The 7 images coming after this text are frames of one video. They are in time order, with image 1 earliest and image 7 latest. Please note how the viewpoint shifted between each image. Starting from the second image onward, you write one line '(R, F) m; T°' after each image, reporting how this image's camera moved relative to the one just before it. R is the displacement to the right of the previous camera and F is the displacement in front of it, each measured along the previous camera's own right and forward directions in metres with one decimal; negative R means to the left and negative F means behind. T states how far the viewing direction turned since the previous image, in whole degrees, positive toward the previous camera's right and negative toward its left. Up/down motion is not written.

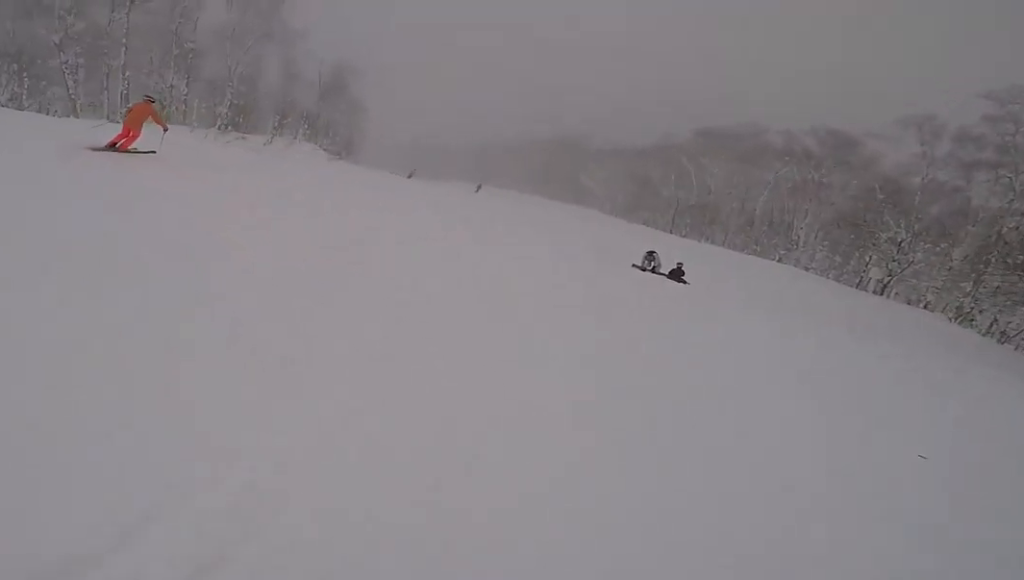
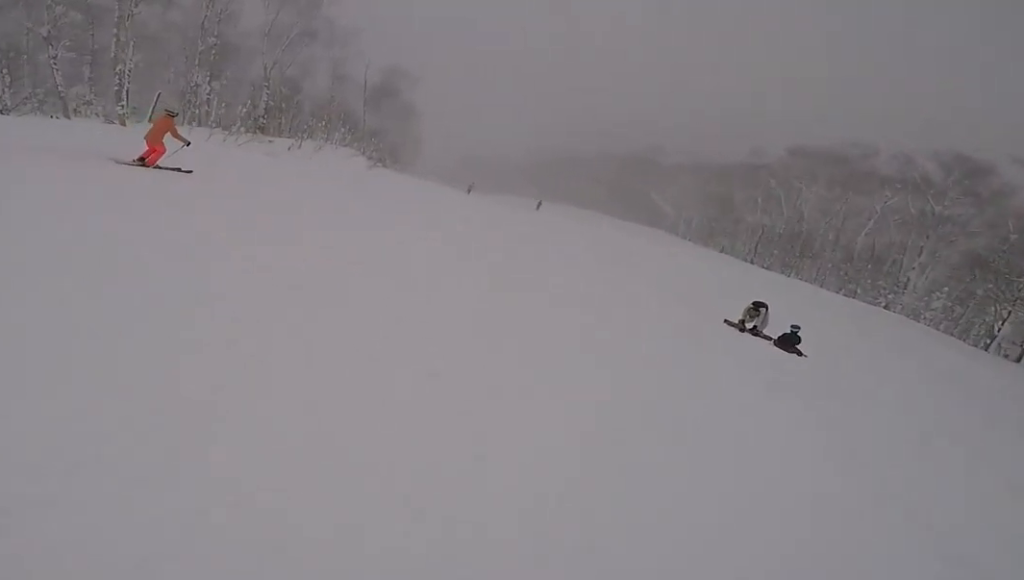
(-0.7, +4.1) m; -5°
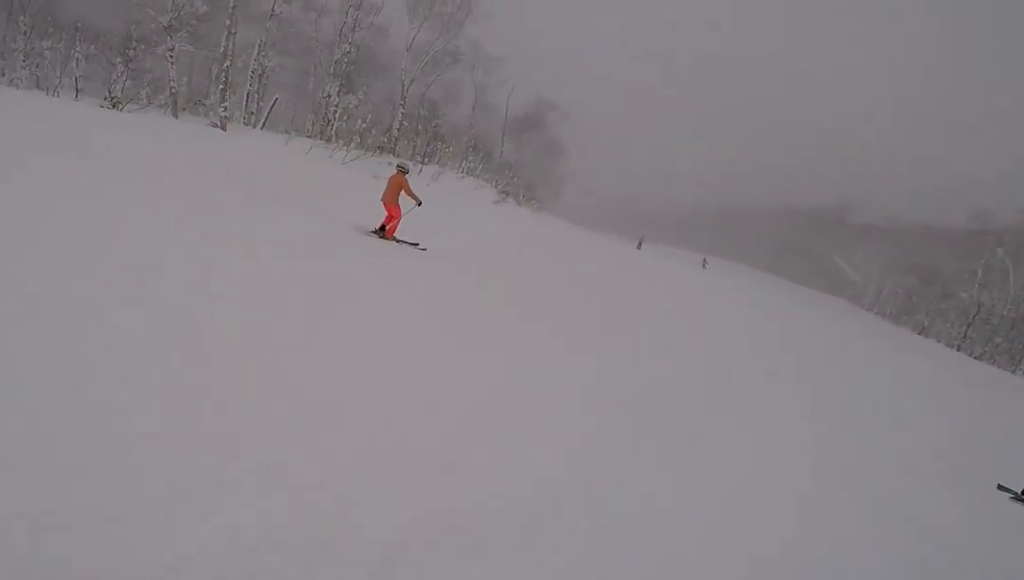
(-0.4, +4.9) m; -5°
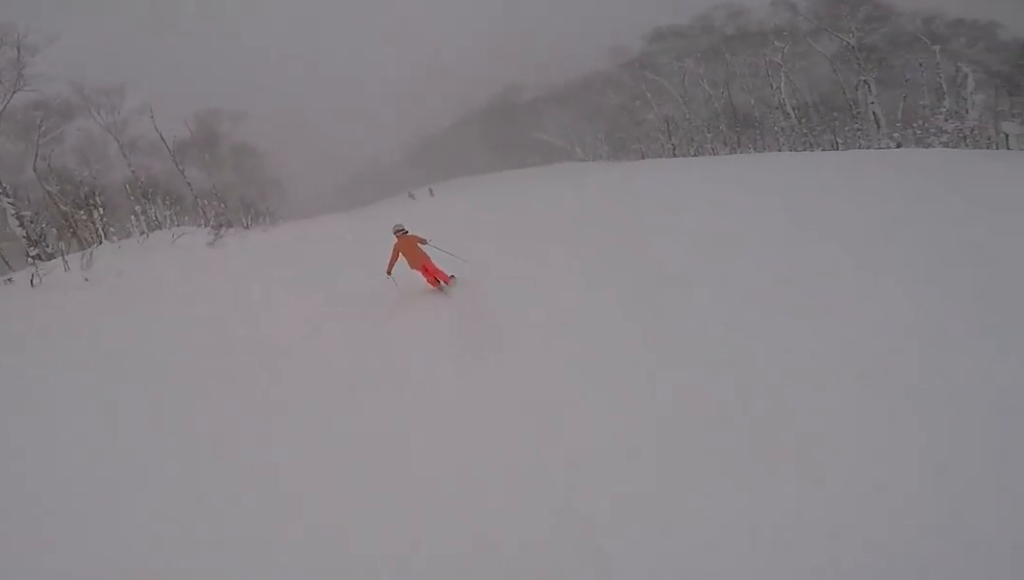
(0.0, +8.9) m; +10°
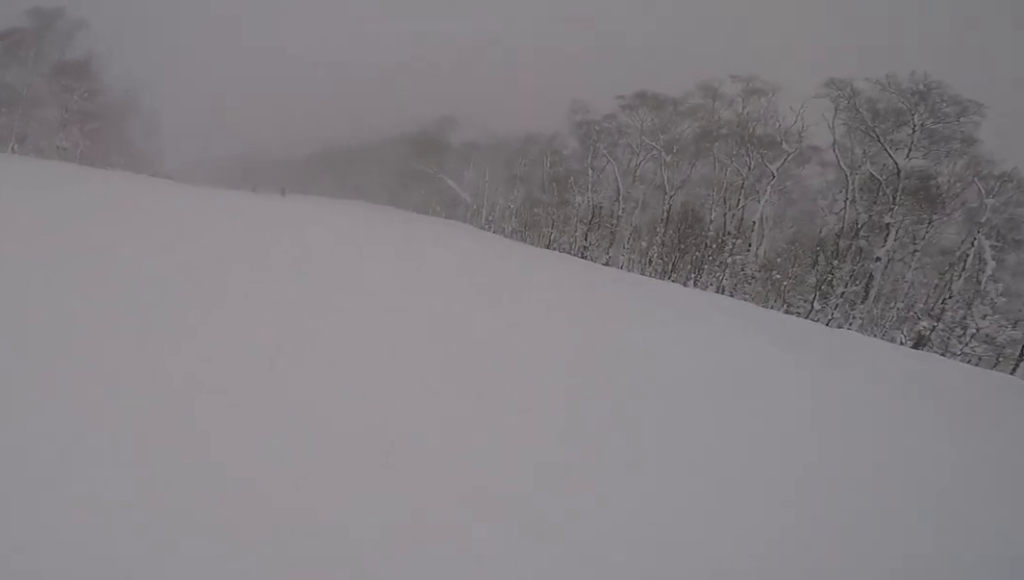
(+2.8, +15.9) m; +8°
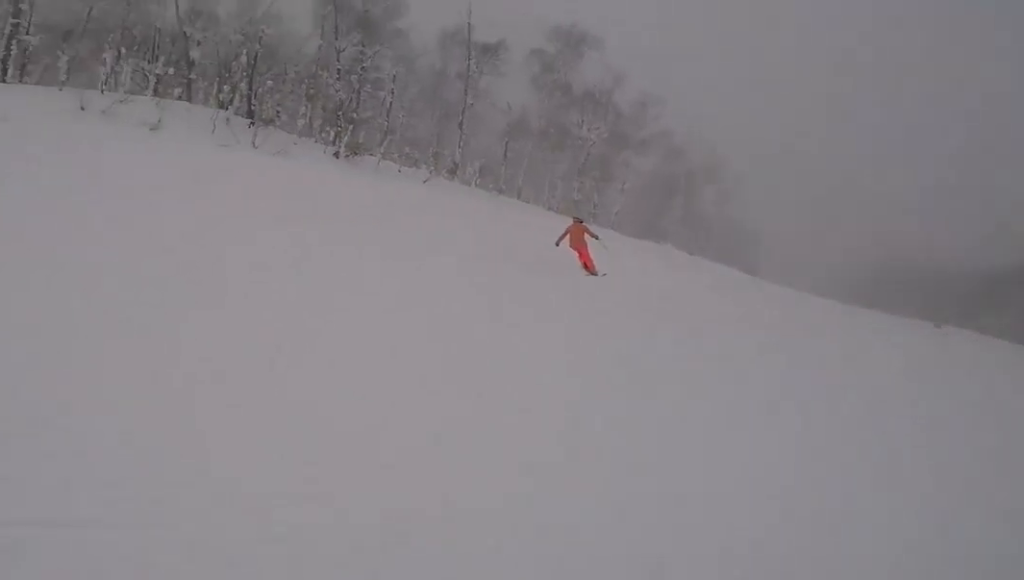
(-4.8, +13.3) m; -43°
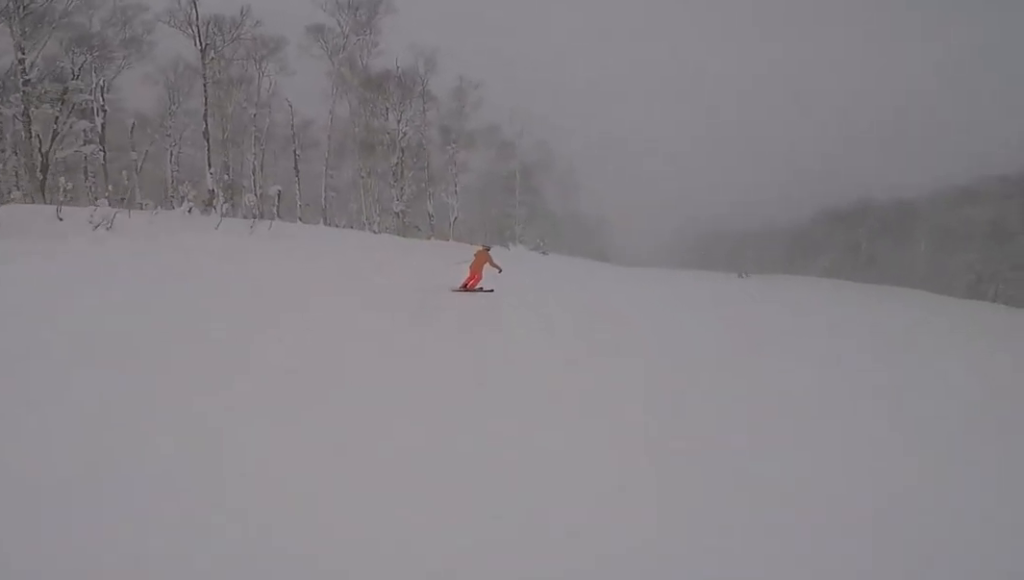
(-1.6, +11.7) m; -4°
